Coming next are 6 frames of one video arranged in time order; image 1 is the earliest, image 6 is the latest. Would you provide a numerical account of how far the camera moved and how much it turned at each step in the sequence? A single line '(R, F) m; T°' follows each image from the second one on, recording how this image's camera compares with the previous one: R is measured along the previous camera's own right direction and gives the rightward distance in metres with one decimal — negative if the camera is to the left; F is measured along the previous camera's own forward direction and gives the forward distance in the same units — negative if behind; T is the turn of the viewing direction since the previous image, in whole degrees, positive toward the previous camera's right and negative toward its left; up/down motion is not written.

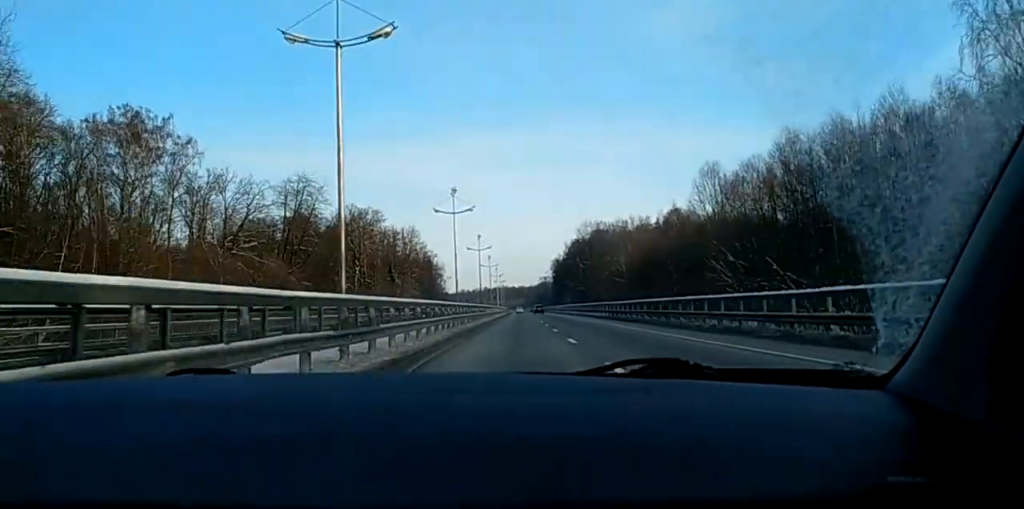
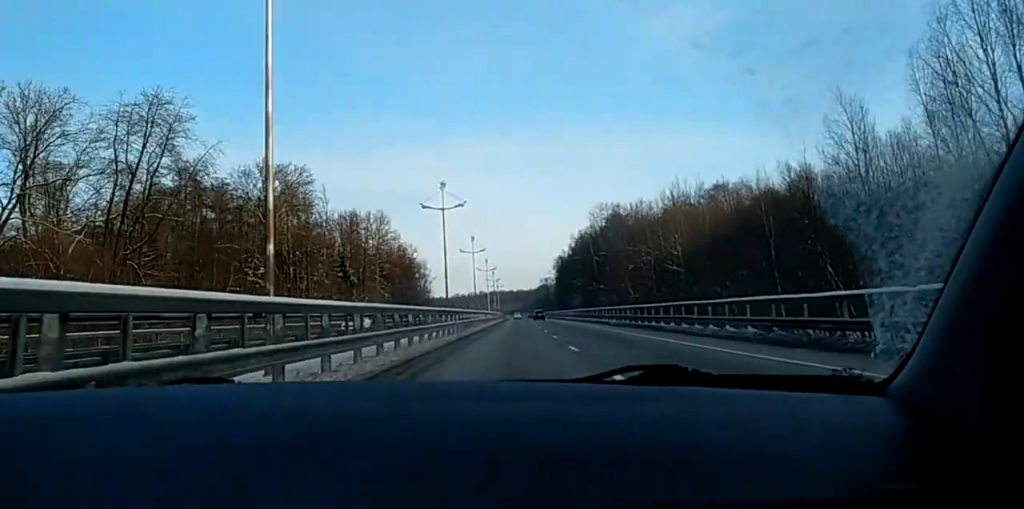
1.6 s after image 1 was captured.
(-0.1, +49.2) m; +1°
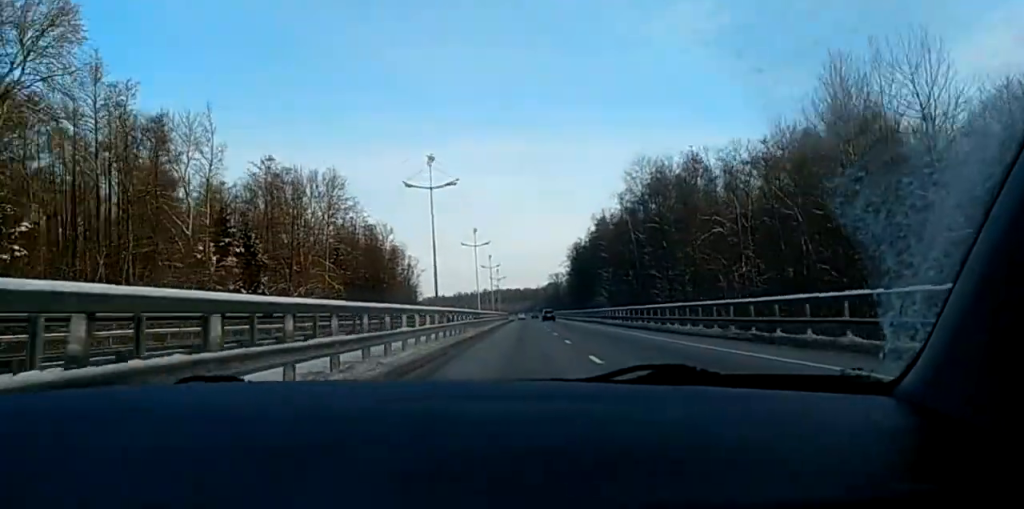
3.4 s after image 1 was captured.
(+0.4, +54.7) m; +1°
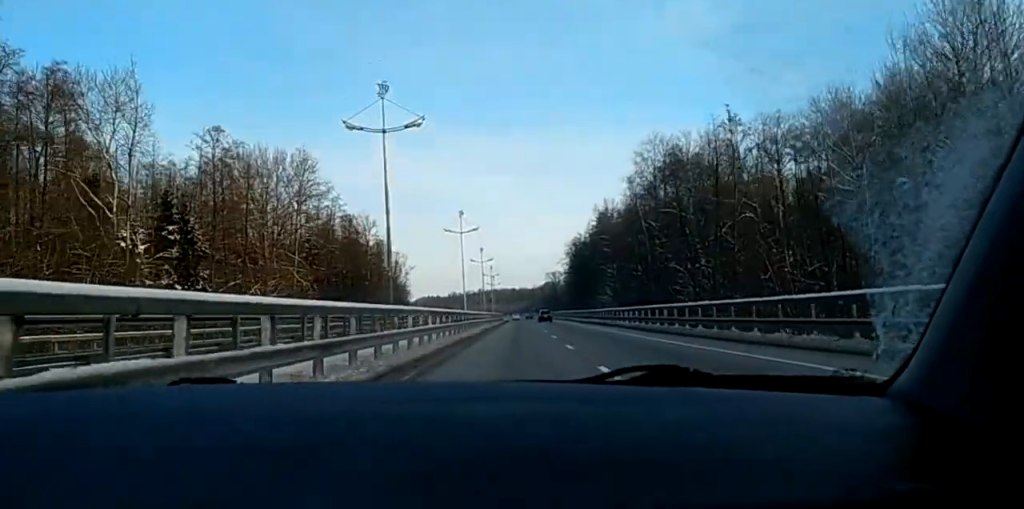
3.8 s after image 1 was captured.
(+0.2, +14.9) m; 0°
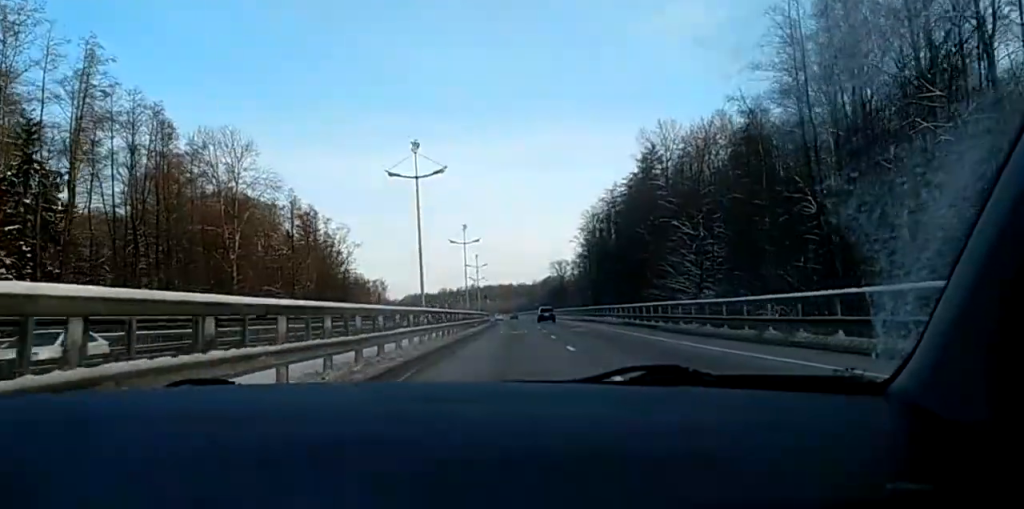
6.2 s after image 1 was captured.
(-1.1, +74.7) m; -1°
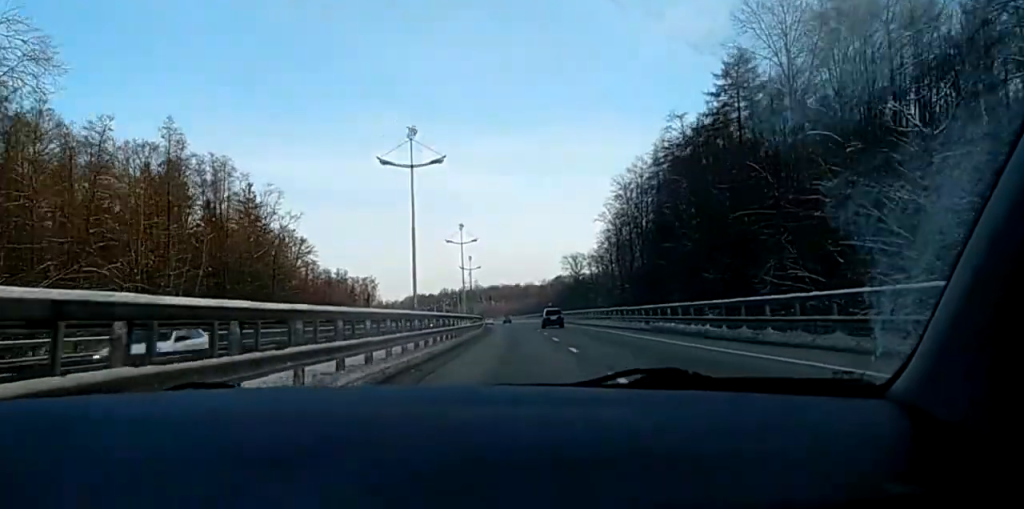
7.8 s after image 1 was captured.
(+0.2, +48.5) m; 0°
